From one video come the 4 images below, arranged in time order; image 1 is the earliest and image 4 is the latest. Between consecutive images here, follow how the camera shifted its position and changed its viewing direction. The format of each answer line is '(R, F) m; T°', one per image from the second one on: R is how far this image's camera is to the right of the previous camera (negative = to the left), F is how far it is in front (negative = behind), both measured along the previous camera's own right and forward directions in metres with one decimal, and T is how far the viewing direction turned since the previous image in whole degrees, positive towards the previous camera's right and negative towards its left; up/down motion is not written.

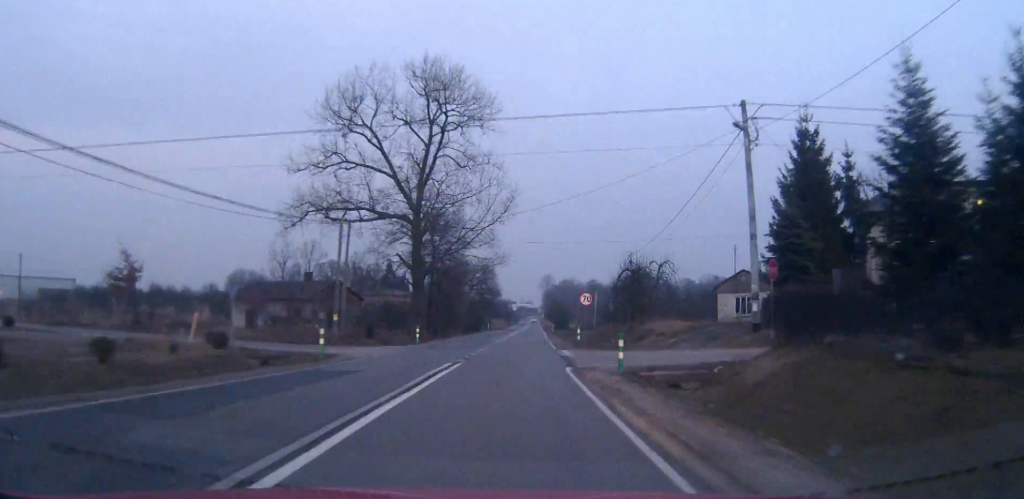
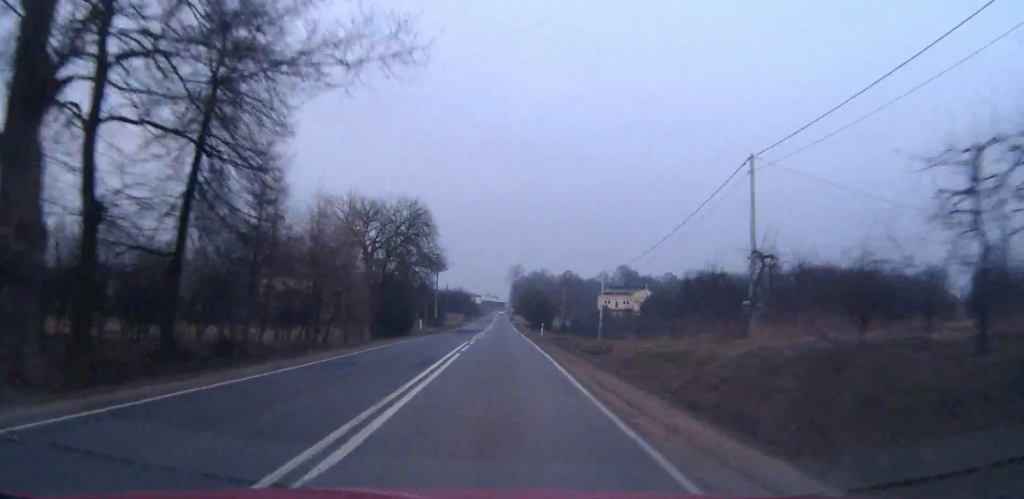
(+2.8, +46.3) m; +5°
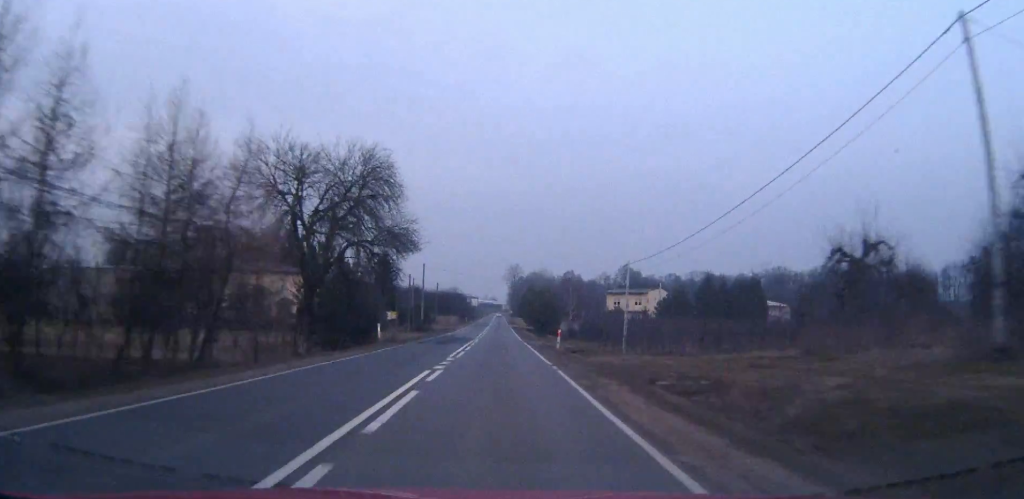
(+0.1, +17.2) m; 0°
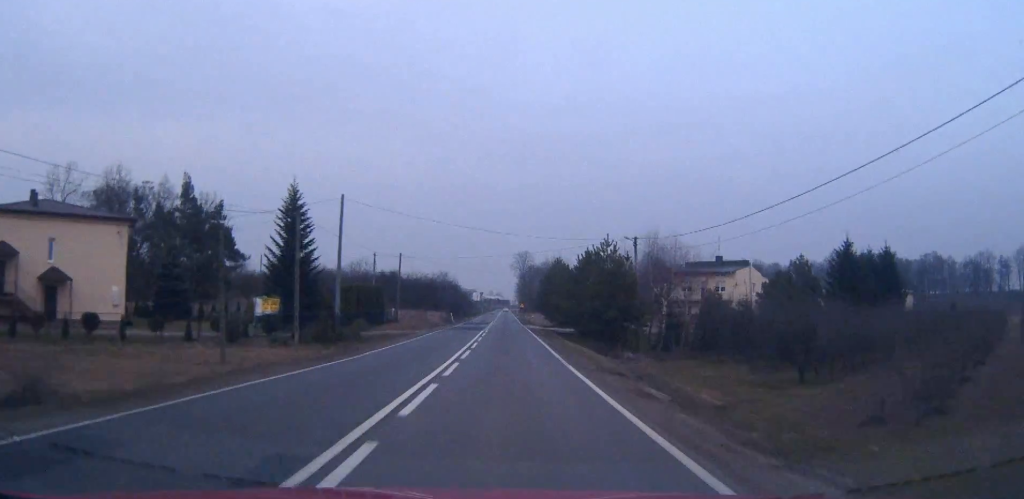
(-0.2, +53.4) m; 0°
